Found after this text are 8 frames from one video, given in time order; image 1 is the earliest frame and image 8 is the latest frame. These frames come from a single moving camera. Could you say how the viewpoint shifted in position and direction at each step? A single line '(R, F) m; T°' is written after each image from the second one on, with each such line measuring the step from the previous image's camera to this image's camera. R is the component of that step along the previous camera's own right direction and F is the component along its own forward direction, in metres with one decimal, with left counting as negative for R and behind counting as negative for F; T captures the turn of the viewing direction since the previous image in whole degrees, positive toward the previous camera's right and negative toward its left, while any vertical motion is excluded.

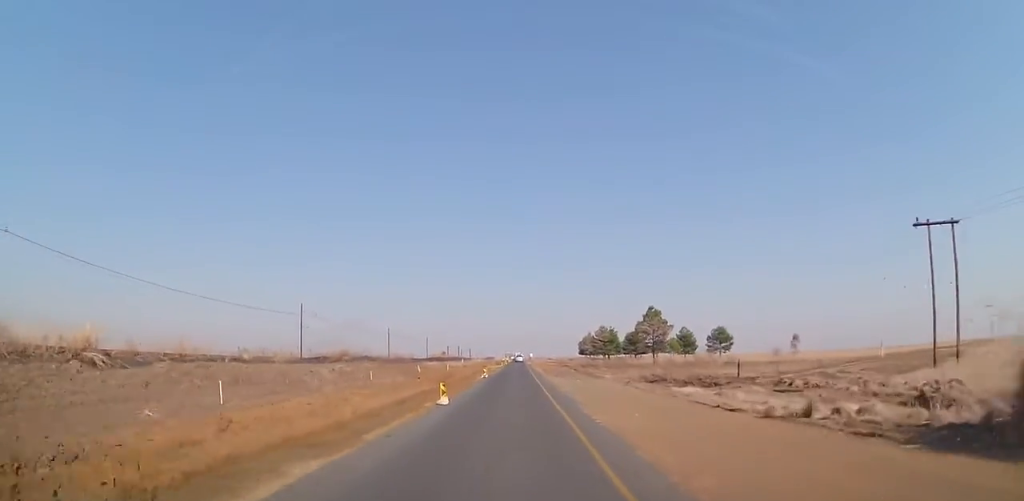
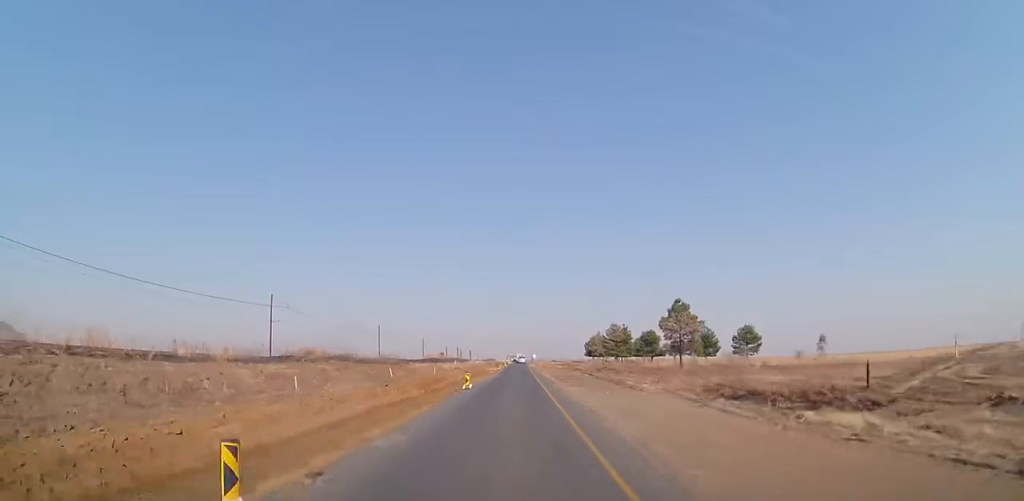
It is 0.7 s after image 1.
(-0.2, +13.4) m; +1°
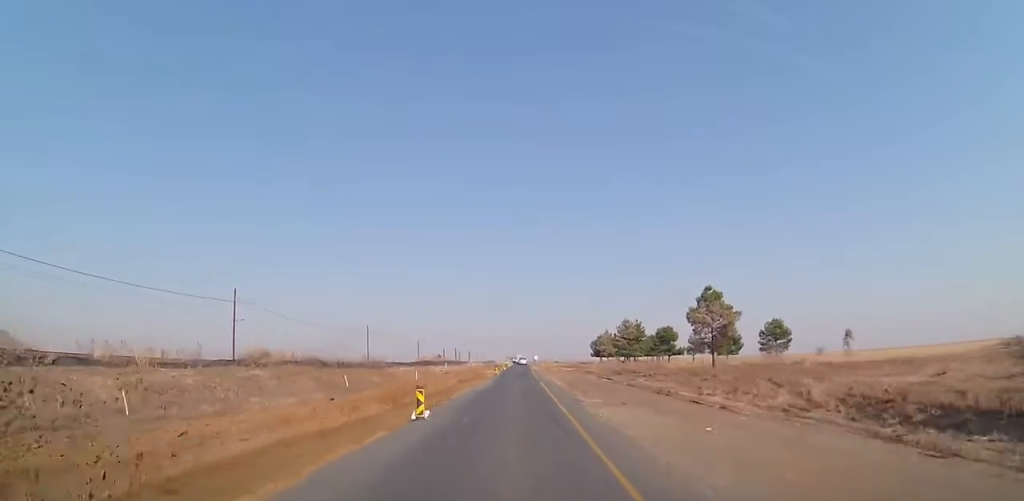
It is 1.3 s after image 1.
(+0.3, +11.9) m; +1°
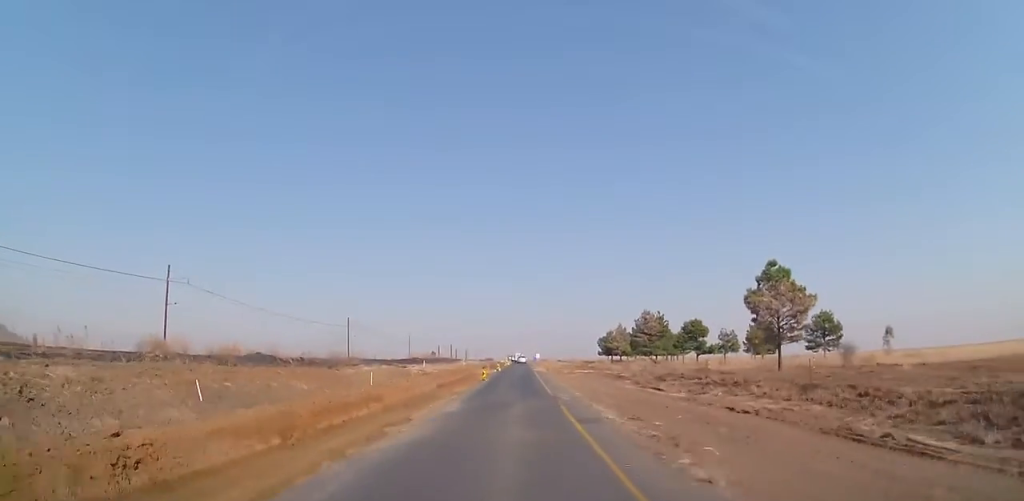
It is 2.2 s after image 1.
(+0.1, +16.2) m; 0°
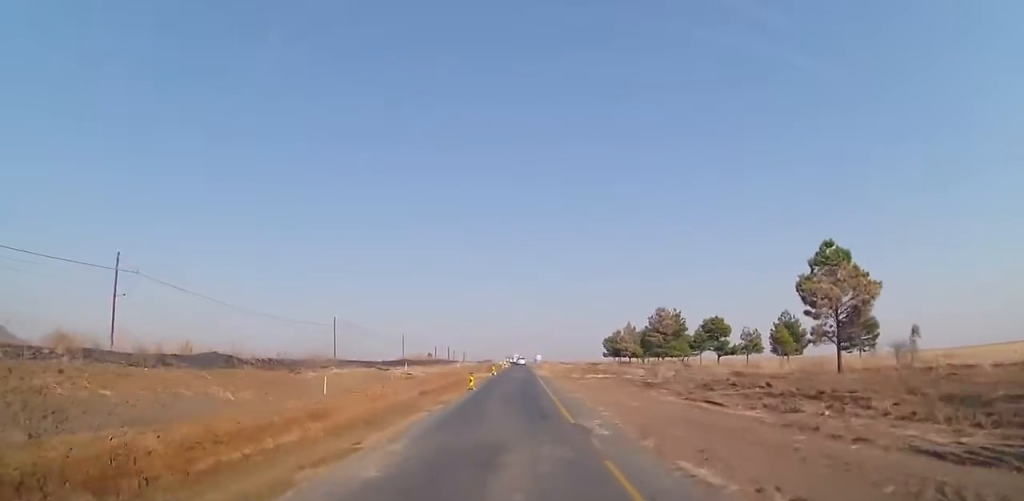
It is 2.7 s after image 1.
(0.0, +9.3) m; -1°
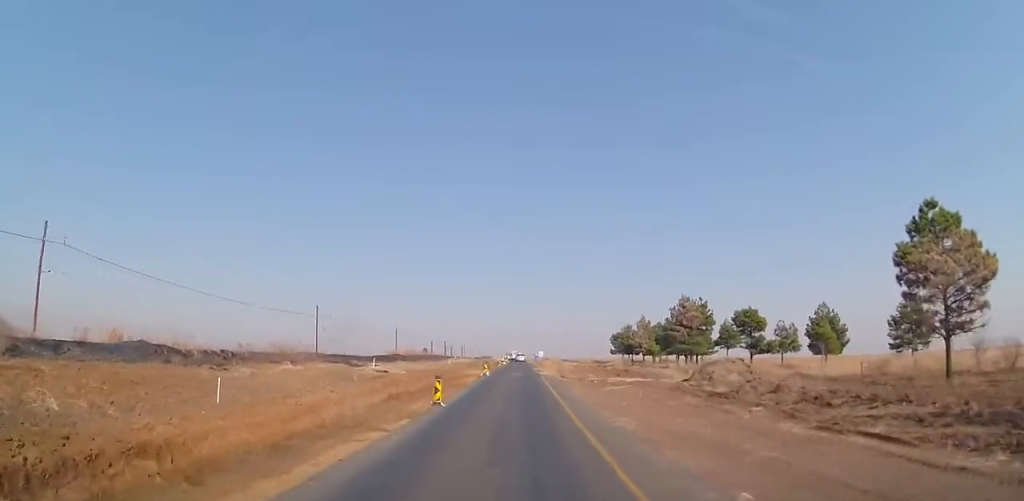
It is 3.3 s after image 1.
(-0.1, +10.7) m; 0°
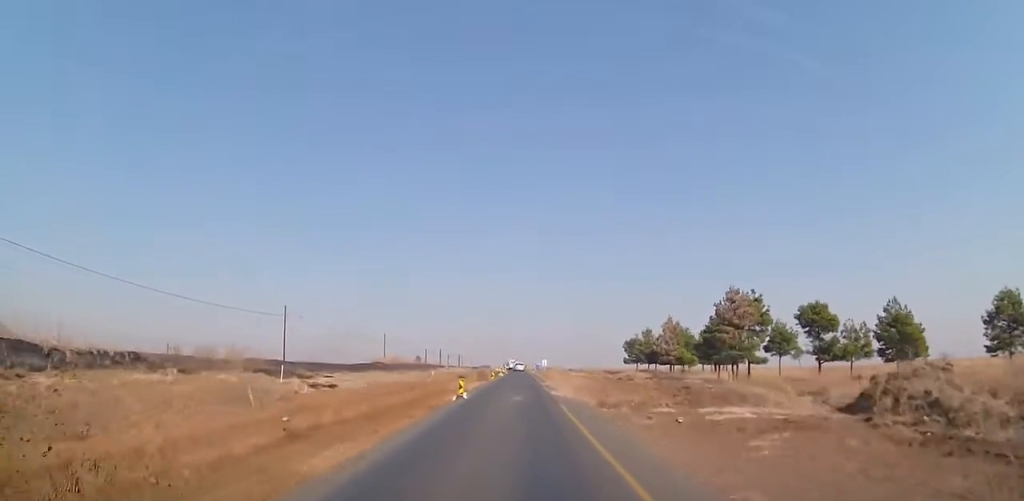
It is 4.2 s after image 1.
(0.0, +14.9) m; 0°
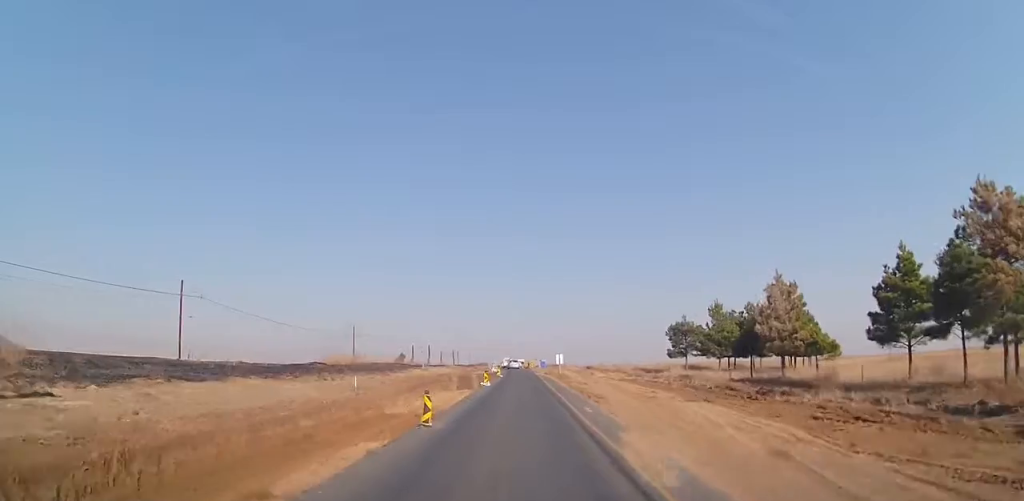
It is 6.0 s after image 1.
(0.0, +29.6) m; -1°
